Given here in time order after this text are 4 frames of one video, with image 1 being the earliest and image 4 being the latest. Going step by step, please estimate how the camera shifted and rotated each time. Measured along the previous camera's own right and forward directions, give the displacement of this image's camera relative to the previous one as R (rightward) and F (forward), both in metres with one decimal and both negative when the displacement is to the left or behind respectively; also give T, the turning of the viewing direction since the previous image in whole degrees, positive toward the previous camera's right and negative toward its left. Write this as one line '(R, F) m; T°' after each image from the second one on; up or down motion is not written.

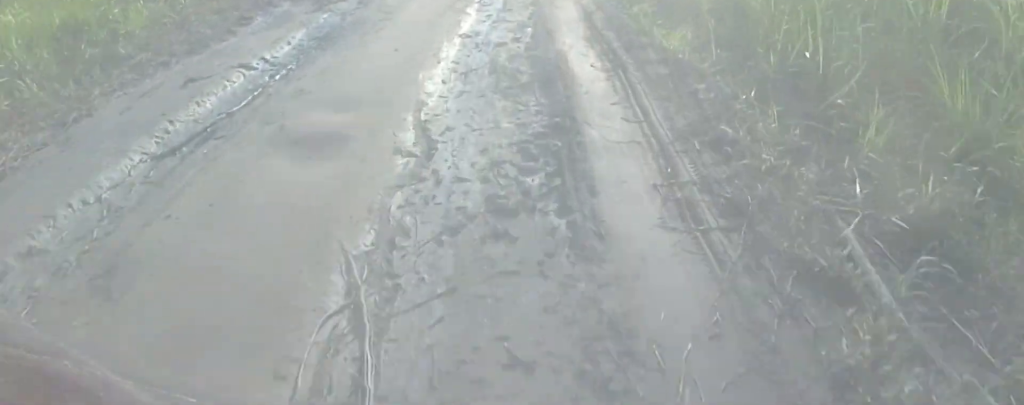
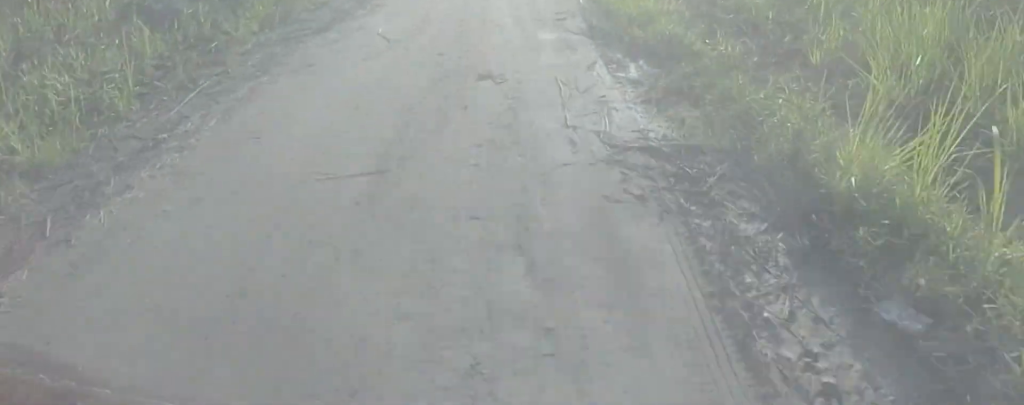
(-0.5, +22.9) m; -2°
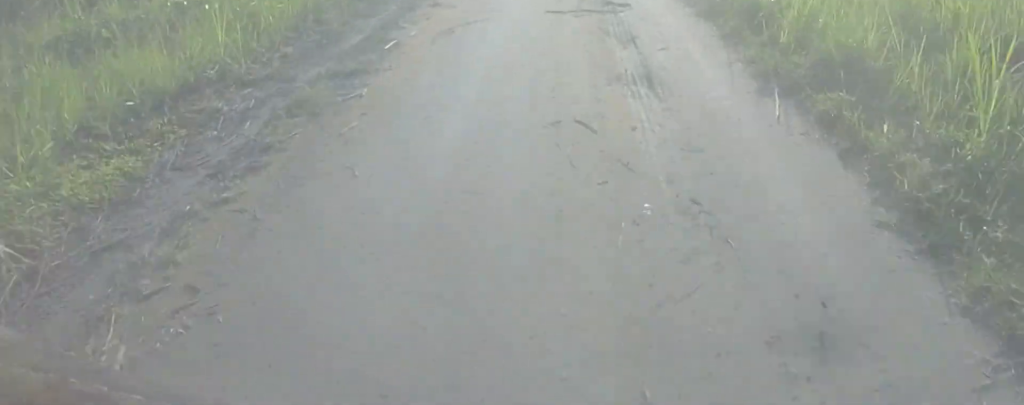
(-0.3, +11.8) m; -3°
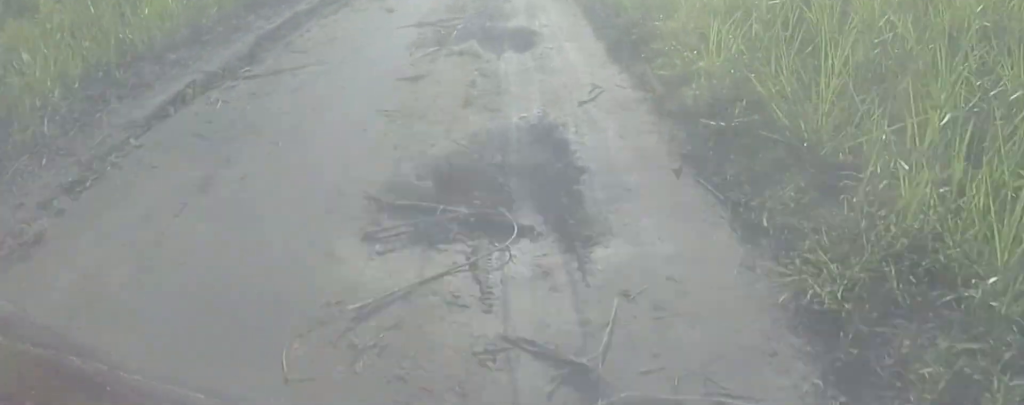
(-0.7, +6.8) m; -1°
